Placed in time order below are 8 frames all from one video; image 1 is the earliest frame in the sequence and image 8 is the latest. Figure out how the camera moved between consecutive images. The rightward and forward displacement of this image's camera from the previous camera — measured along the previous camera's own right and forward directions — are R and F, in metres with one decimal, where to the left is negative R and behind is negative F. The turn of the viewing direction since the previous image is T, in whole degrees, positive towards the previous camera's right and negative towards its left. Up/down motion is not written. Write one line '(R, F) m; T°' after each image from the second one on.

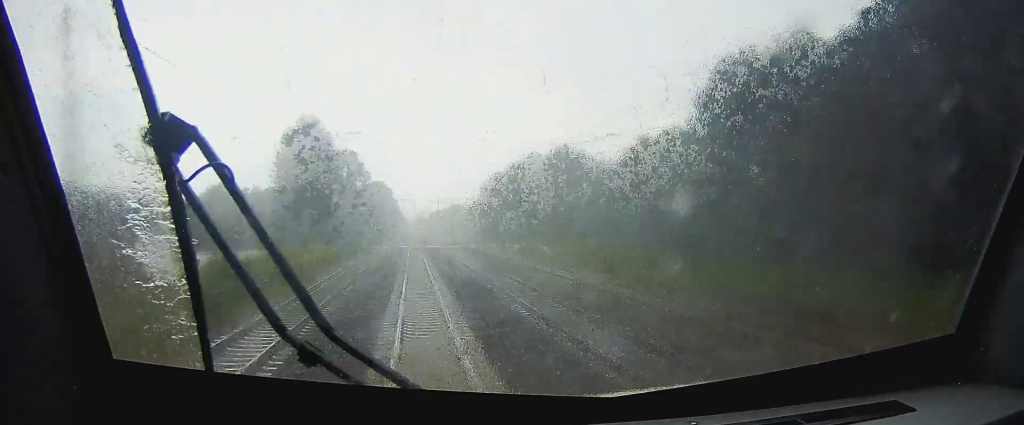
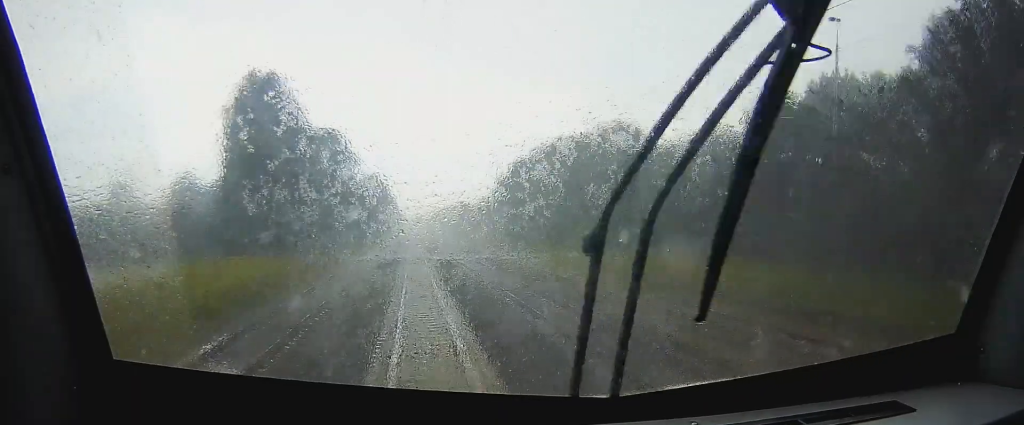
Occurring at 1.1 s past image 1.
(+0.2, +33.9) m; 0°
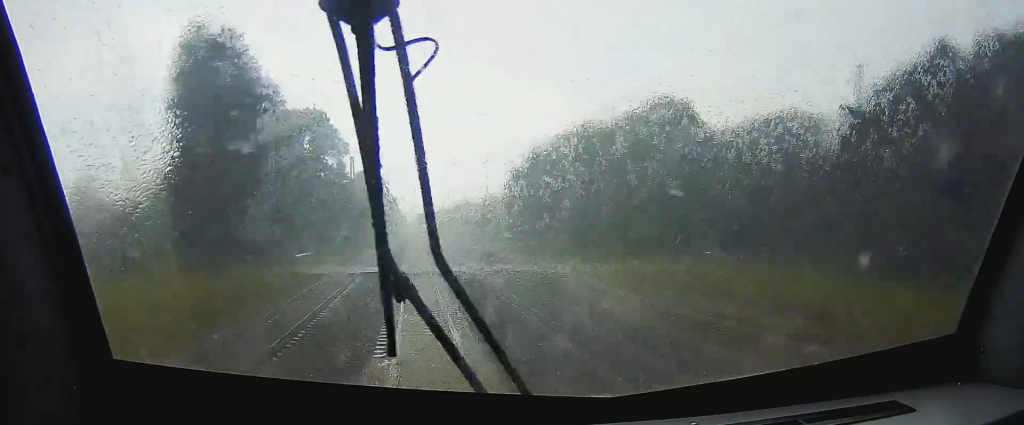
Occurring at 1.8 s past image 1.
(0.0, +20.0) m; 0°
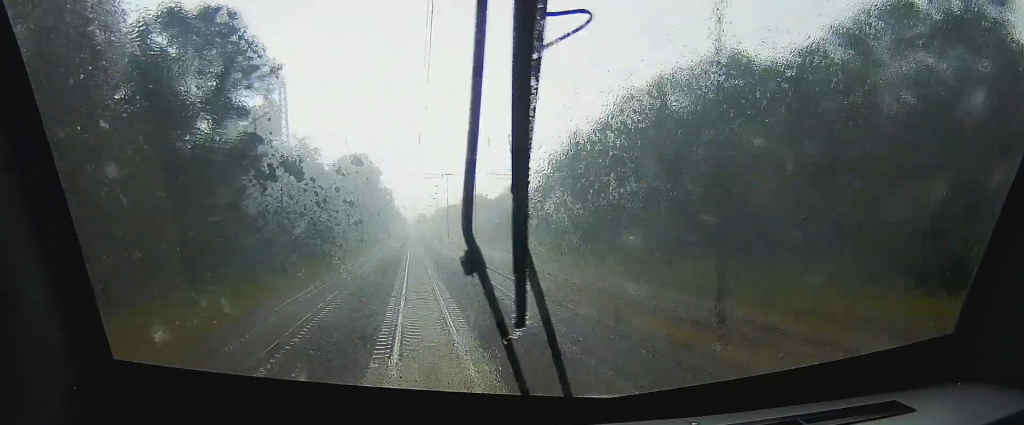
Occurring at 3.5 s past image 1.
(-0.2, +50.2) m; 0°
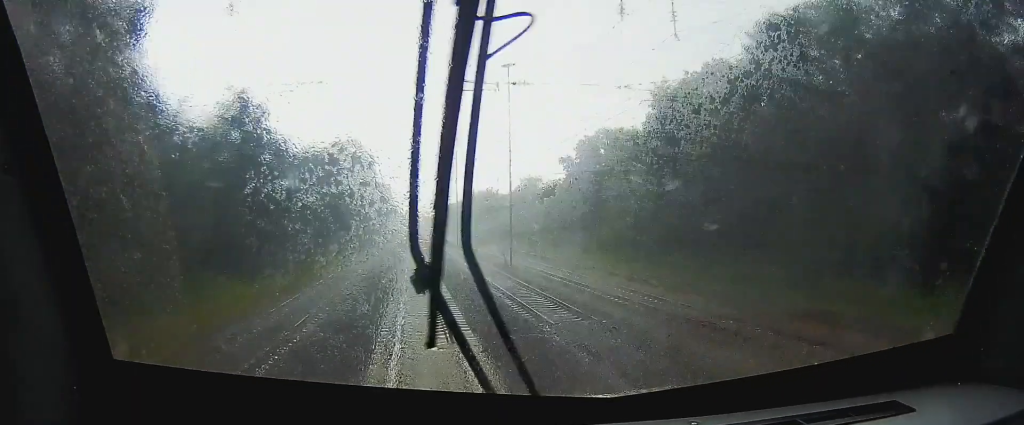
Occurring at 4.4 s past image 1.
(0.0, +28.2) m; 0°
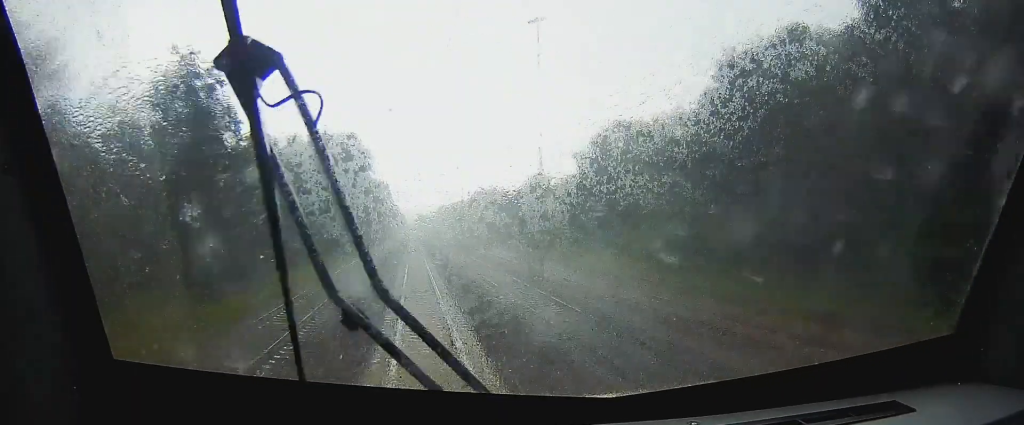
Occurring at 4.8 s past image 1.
(0.0, +12.0) m; 0°
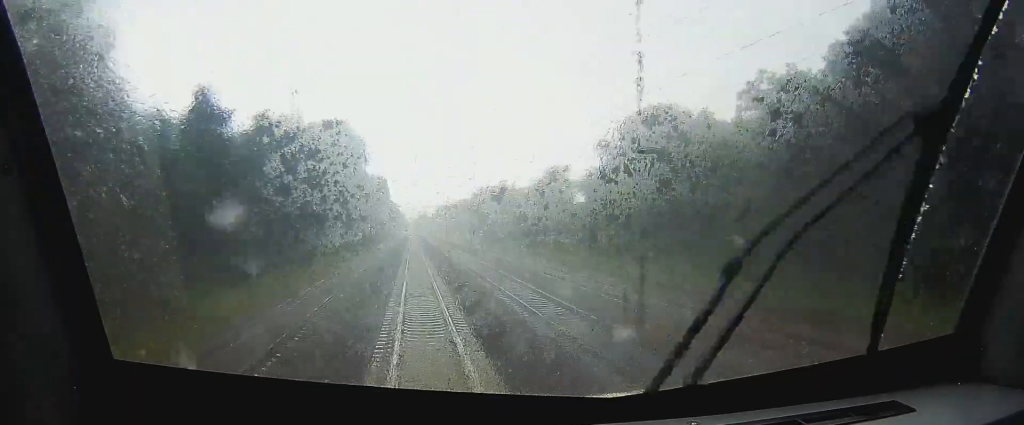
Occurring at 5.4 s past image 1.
(0.0, +17.0) m; 0°
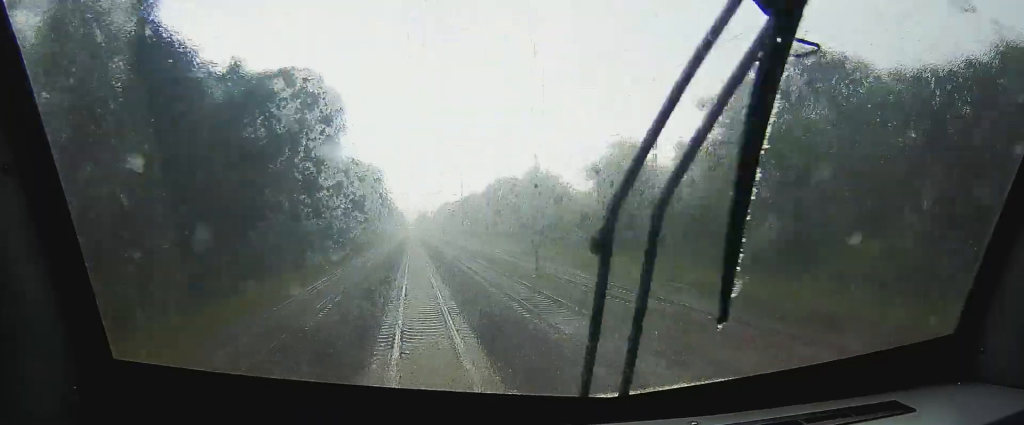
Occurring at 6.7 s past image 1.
(+0.1, +41.0) m; 0°
